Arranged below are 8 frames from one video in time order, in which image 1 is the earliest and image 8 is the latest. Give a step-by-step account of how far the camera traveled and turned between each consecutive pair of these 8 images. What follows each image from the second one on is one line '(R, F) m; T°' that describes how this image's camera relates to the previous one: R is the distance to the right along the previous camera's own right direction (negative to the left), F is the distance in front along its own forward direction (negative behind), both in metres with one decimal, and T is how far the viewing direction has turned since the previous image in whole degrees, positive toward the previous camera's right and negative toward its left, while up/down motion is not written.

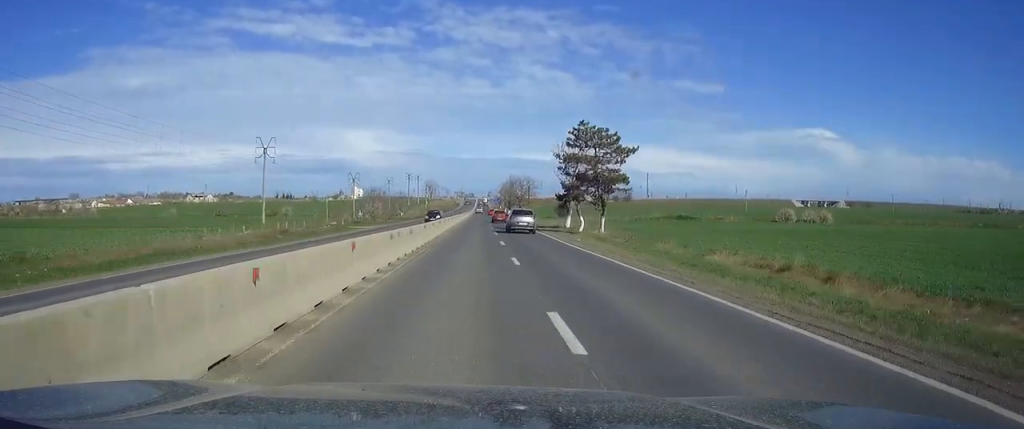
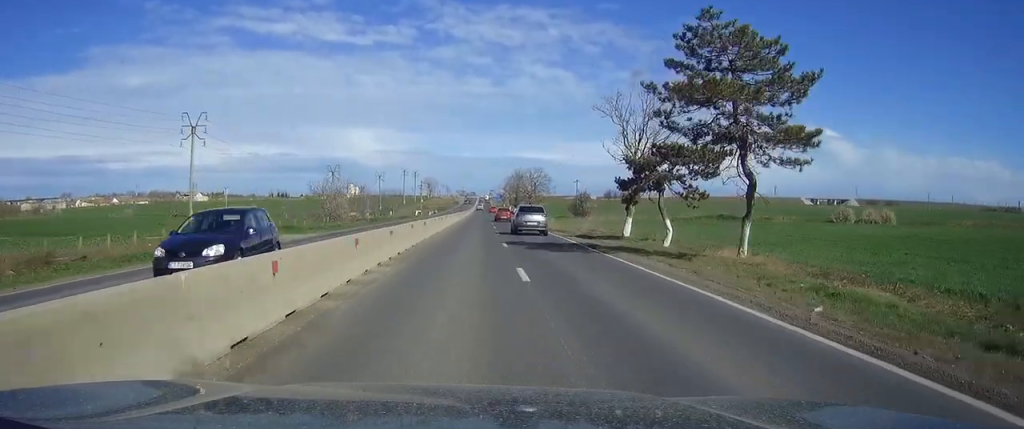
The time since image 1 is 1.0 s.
(+0.1, +29.2) m; 0°
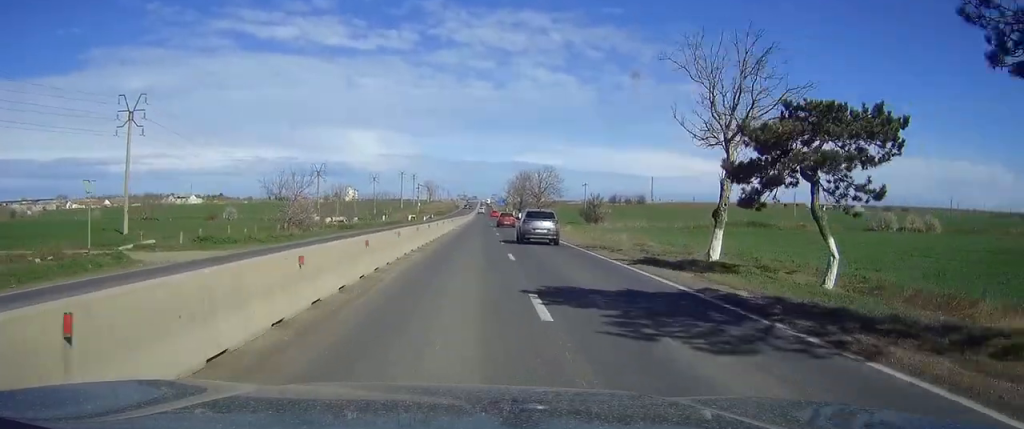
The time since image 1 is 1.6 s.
(0.0, +16.5) m; 0°
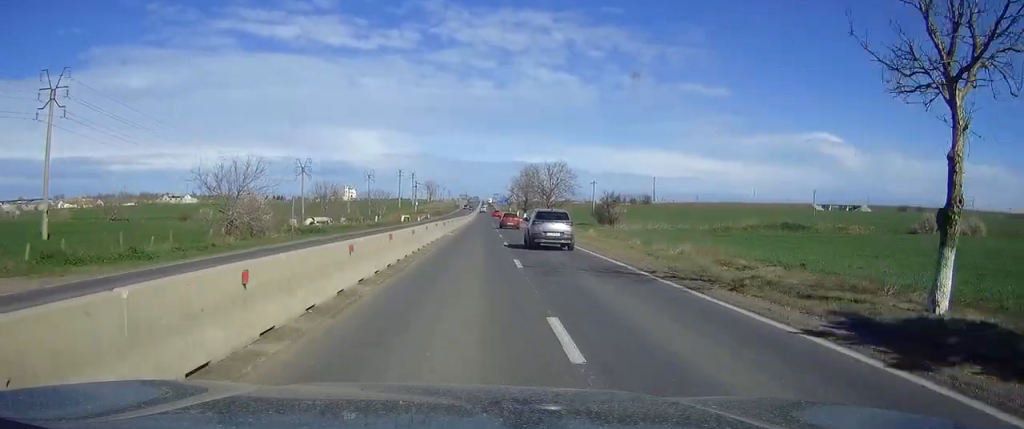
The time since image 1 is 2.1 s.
(0.0, +14.6) m; 0°
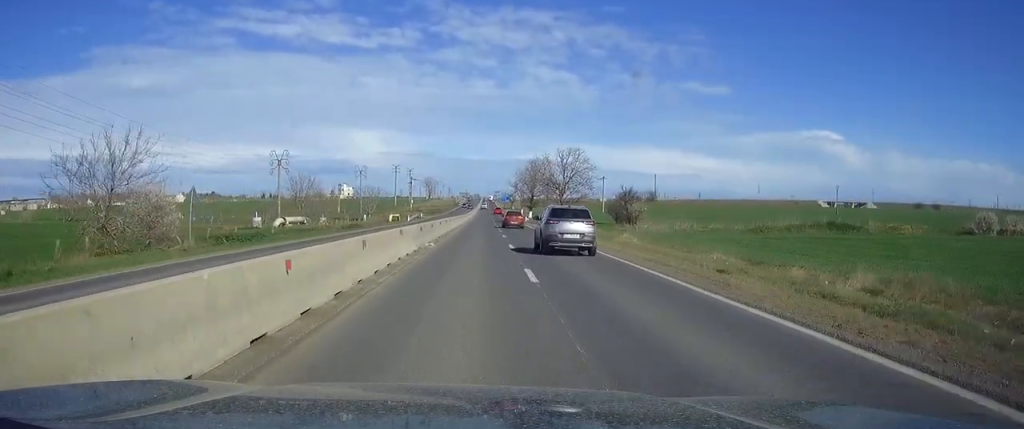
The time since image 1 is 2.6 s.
(0.0, +16.6) m; 0°
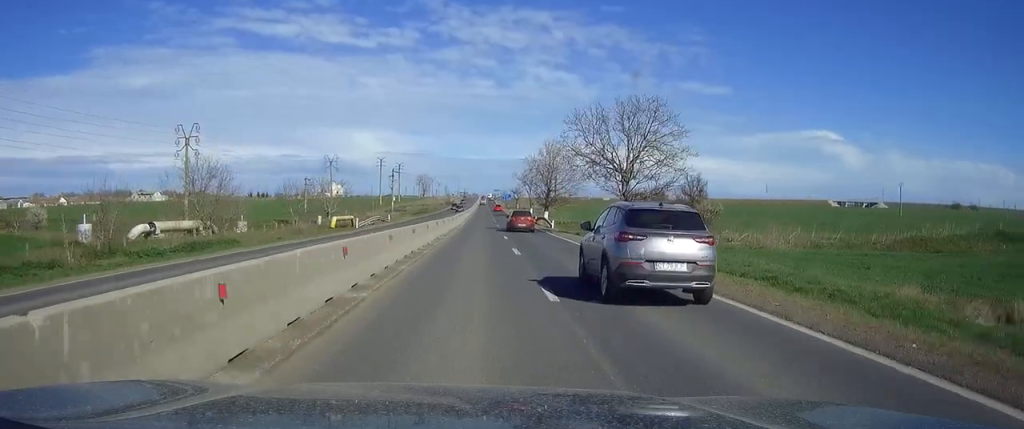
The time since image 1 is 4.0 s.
(-0.2, +39.0) m; 0°
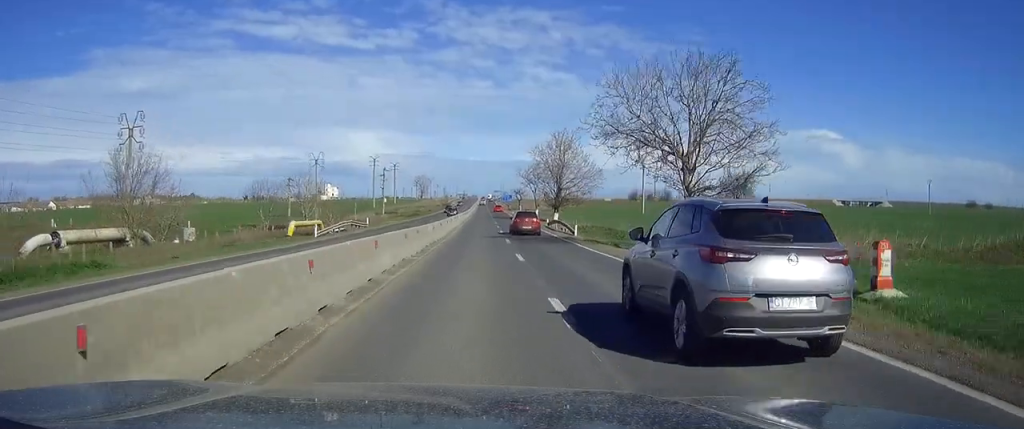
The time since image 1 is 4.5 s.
(0.0, +14.6) m; 0°
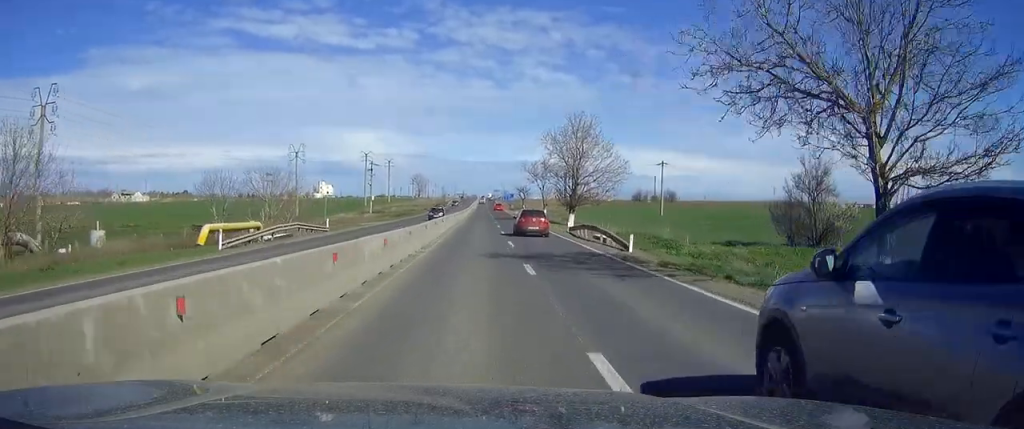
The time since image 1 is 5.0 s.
(+0.1, +16.6) m; 0°
